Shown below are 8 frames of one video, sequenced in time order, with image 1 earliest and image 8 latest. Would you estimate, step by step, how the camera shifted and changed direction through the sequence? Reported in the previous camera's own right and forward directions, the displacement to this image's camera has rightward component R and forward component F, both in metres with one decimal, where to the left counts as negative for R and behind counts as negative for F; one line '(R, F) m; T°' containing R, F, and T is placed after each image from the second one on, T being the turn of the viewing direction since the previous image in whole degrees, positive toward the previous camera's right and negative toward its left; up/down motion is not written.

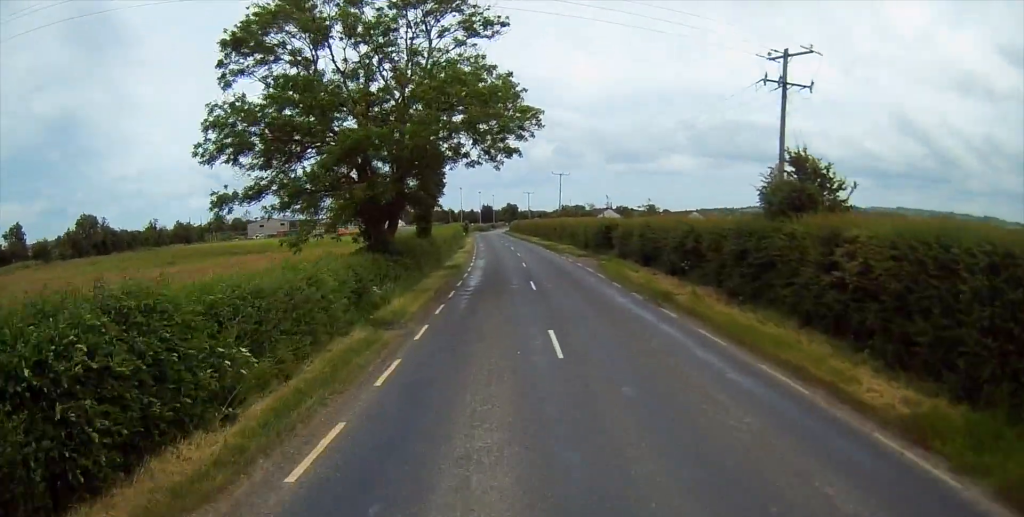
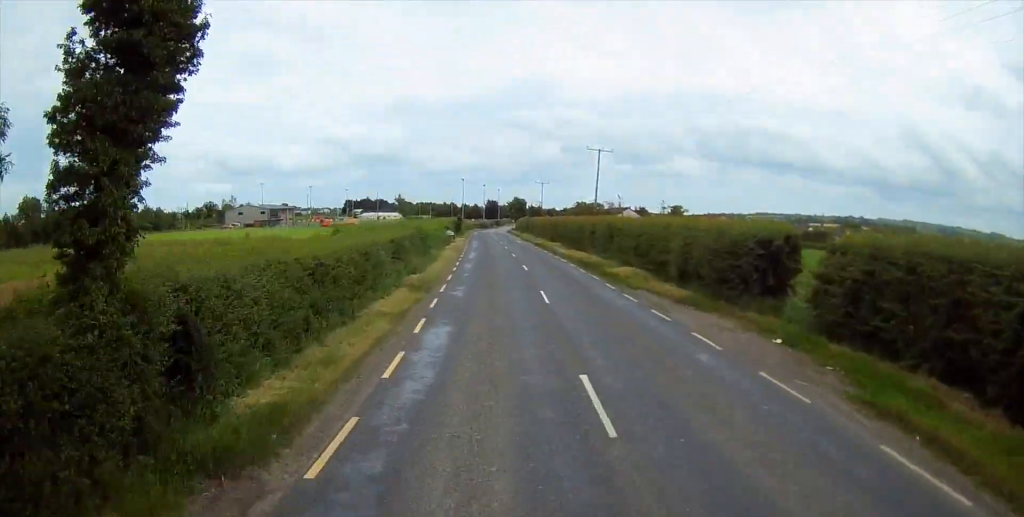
(0.0, +28.8) m; 0°
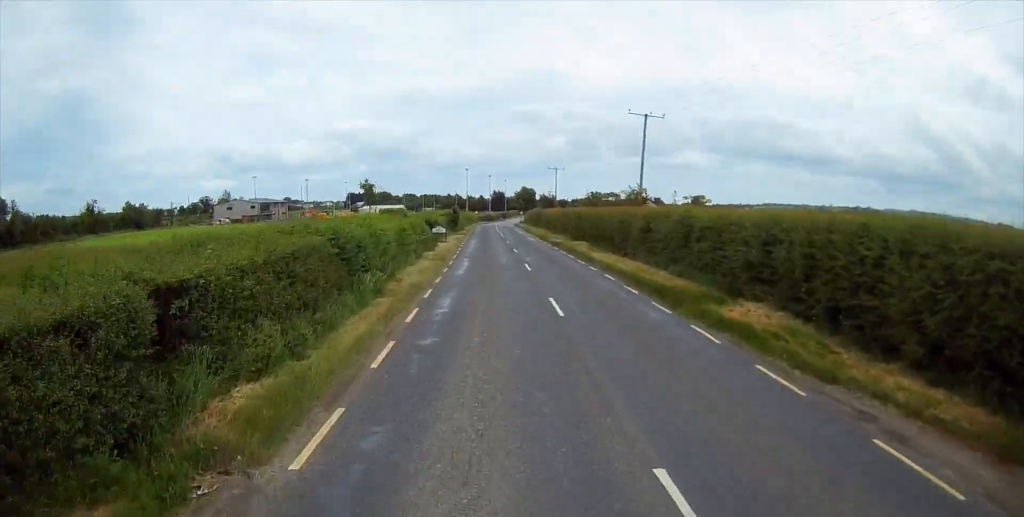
(0.0, +16.3) m; 0°
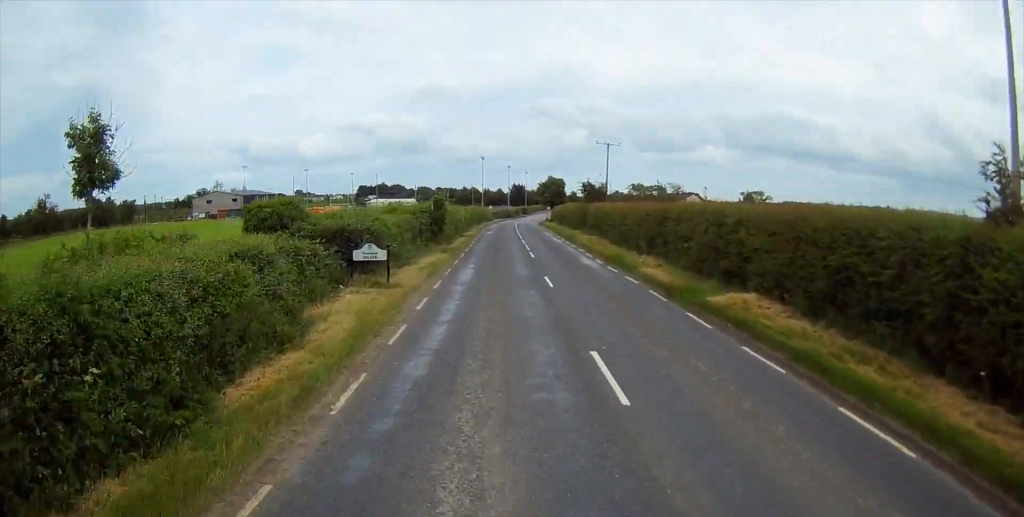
(+0.3, +32.0) m; -1°
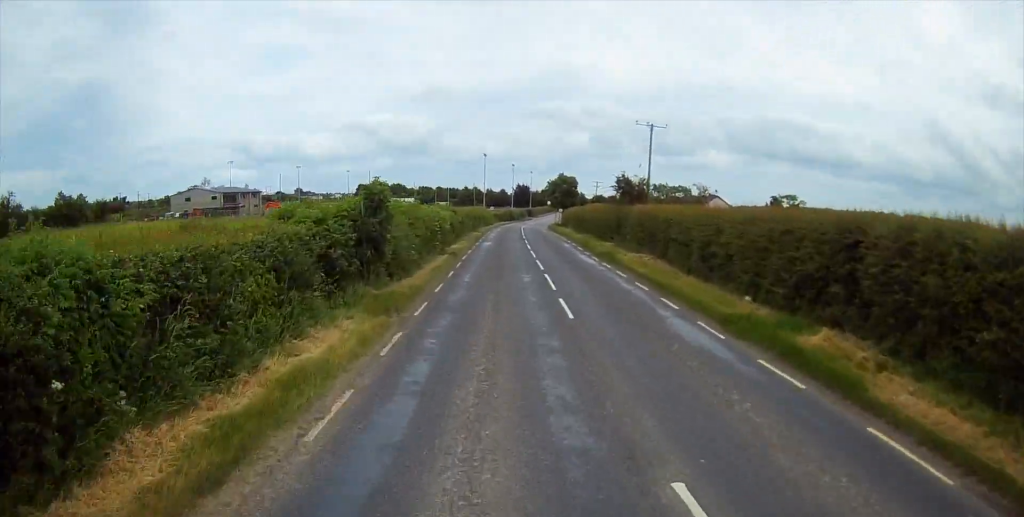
(-0.7, +17.7) m; -2°
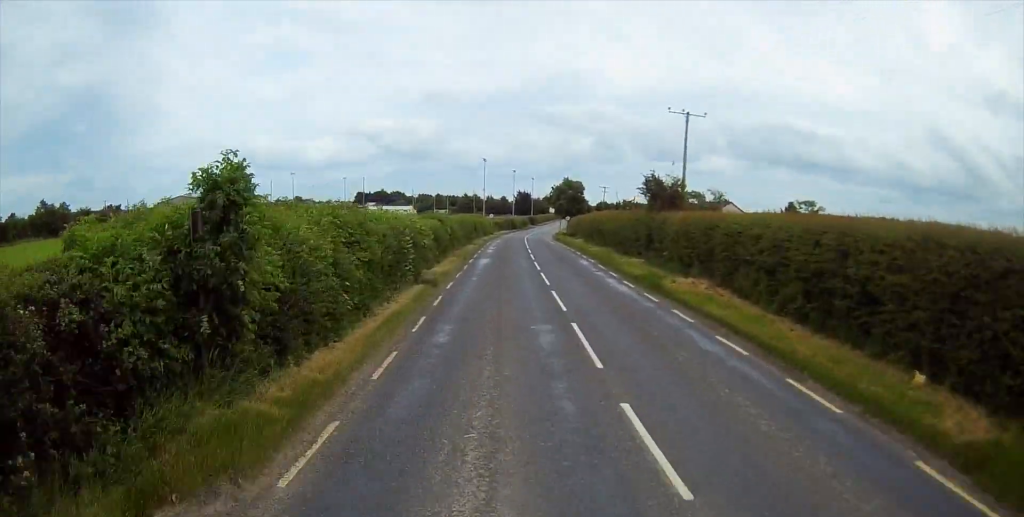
(0.0, +9.4) m; +1°
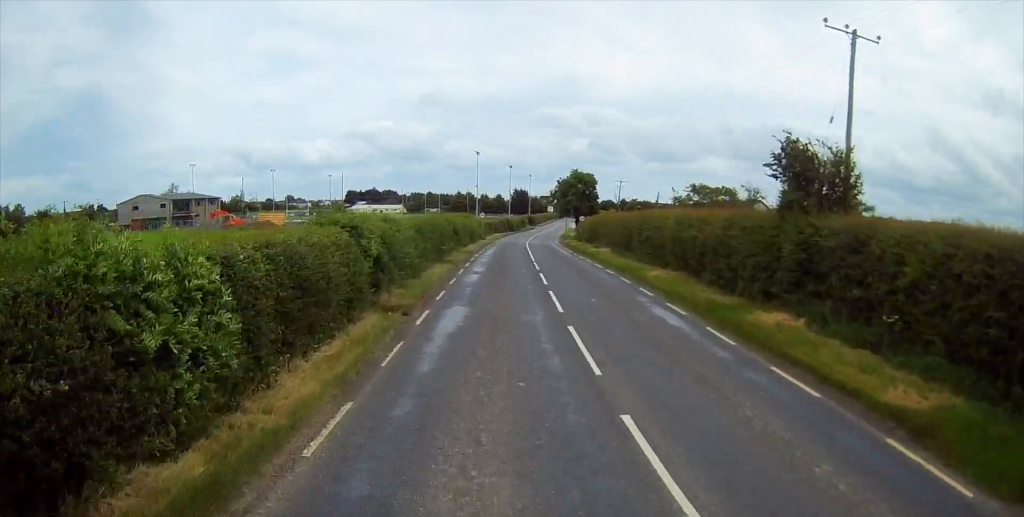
(+0.3, +19.7) m; +1°
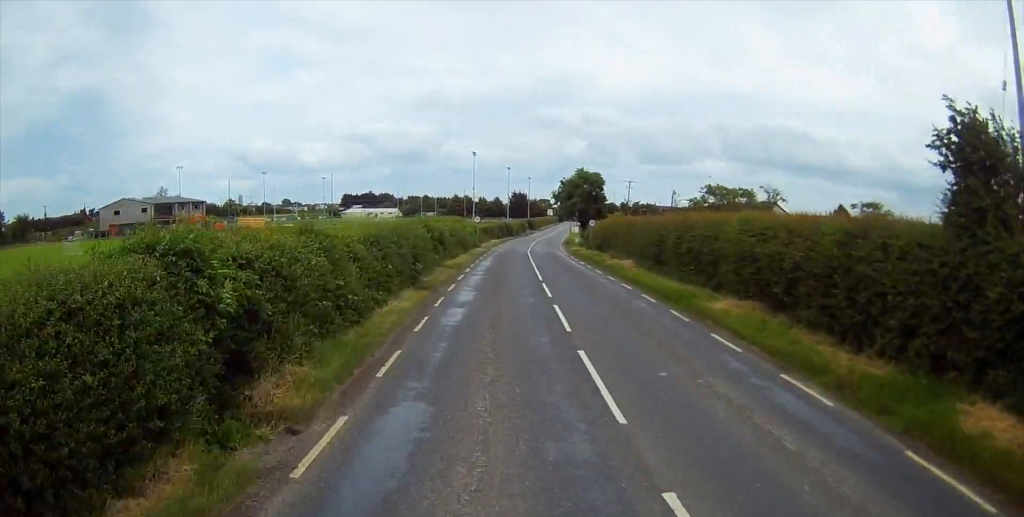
(0.0, +8.6) m; 0°
